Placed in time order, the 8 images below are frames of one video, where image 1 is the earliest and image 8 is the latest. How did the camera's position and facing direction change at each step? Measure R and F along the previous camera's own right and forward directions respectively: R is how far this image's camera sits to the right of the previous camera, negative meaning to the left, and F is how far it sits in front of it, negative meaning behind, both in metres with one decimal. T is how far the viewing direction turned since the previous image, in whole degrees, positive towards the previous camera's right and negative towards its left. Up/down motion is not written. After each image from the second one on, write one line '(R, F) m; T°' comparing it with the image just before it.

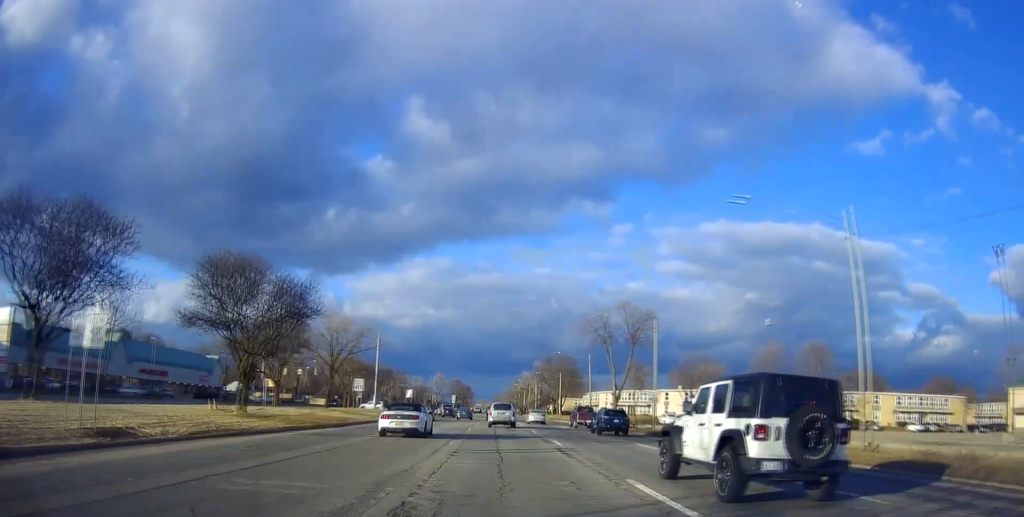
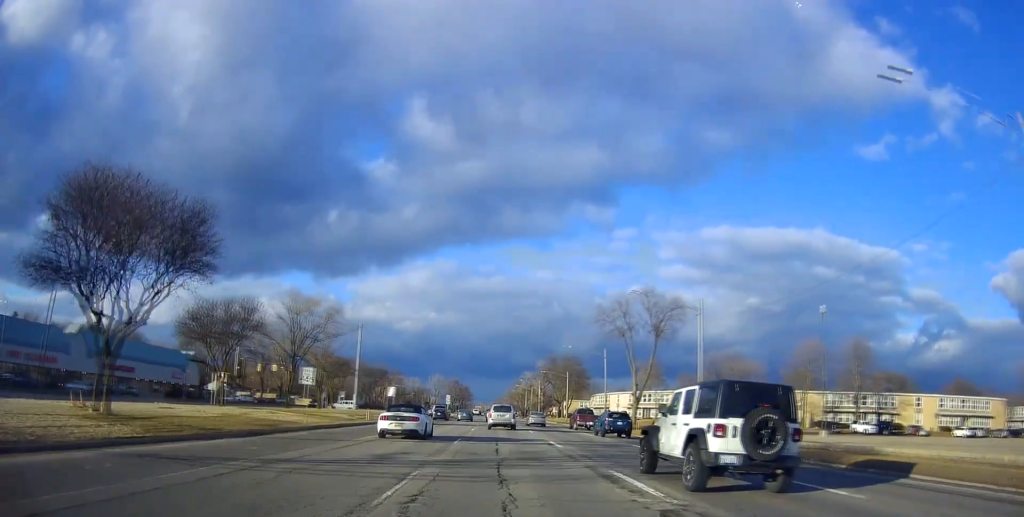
(+0.1, +12.8) m; 0°
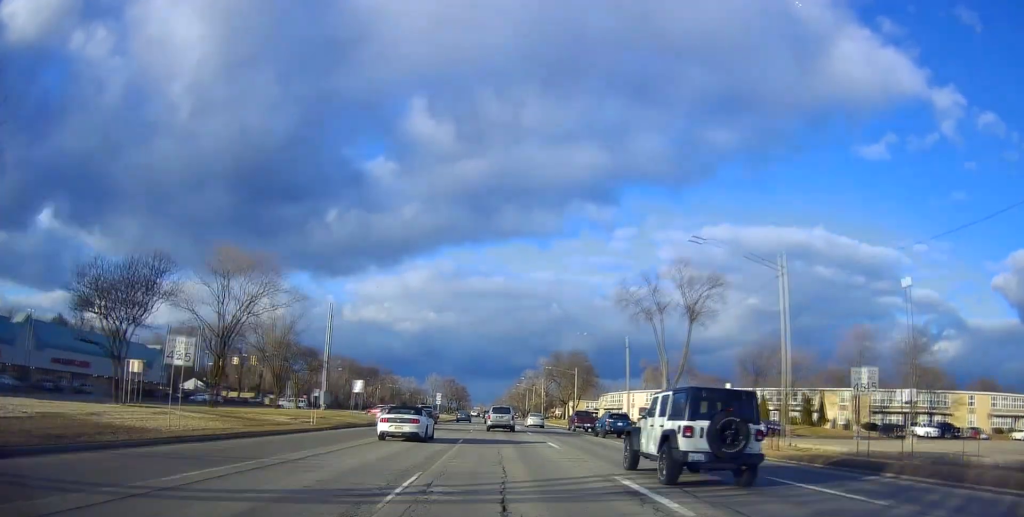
(-0.3, +14.2) m; 0°
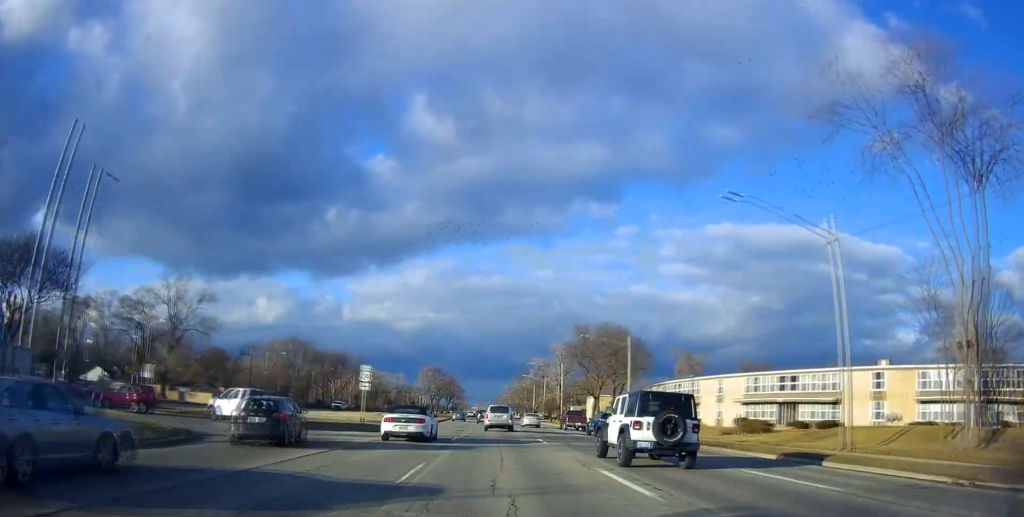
(+0.7, +43.4) m; -1°
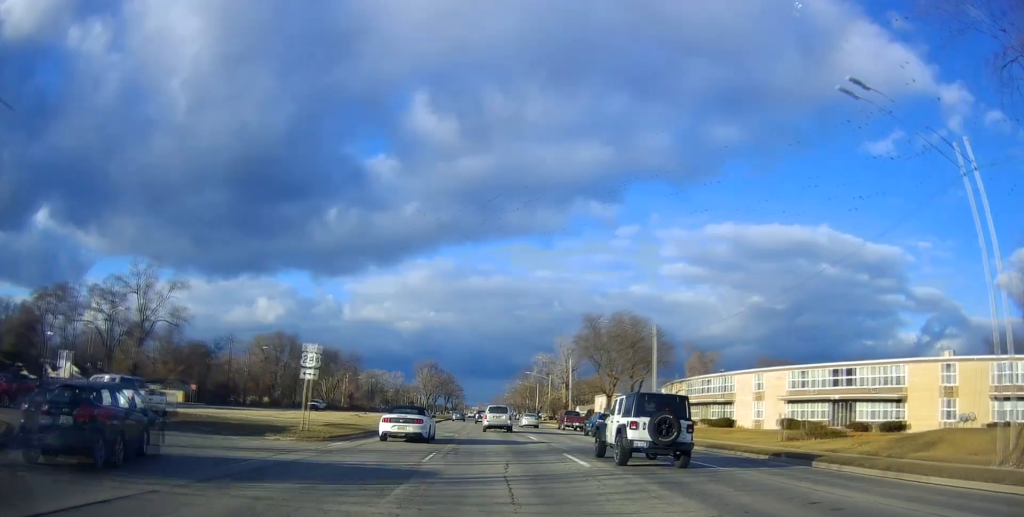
(-0.4, +10.3) m; 0°
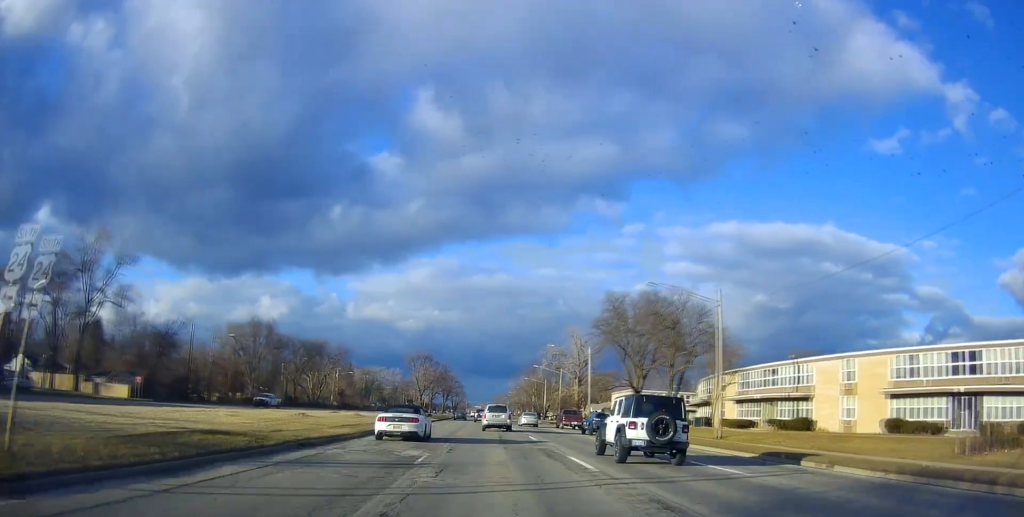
(0.0, +16.0) m; 0°
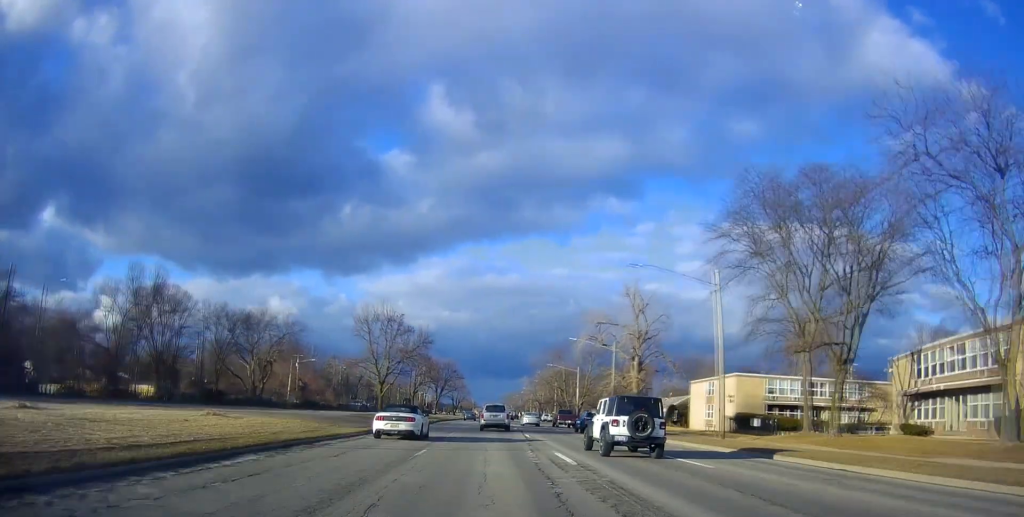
(-0.3, +44.7) m; -1°
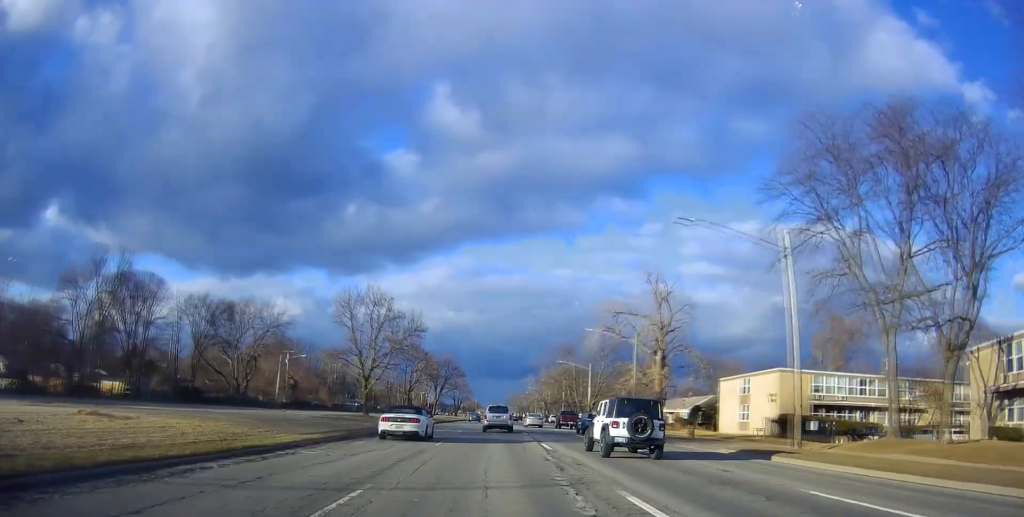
(+0.2, +9.2) m; 0°
